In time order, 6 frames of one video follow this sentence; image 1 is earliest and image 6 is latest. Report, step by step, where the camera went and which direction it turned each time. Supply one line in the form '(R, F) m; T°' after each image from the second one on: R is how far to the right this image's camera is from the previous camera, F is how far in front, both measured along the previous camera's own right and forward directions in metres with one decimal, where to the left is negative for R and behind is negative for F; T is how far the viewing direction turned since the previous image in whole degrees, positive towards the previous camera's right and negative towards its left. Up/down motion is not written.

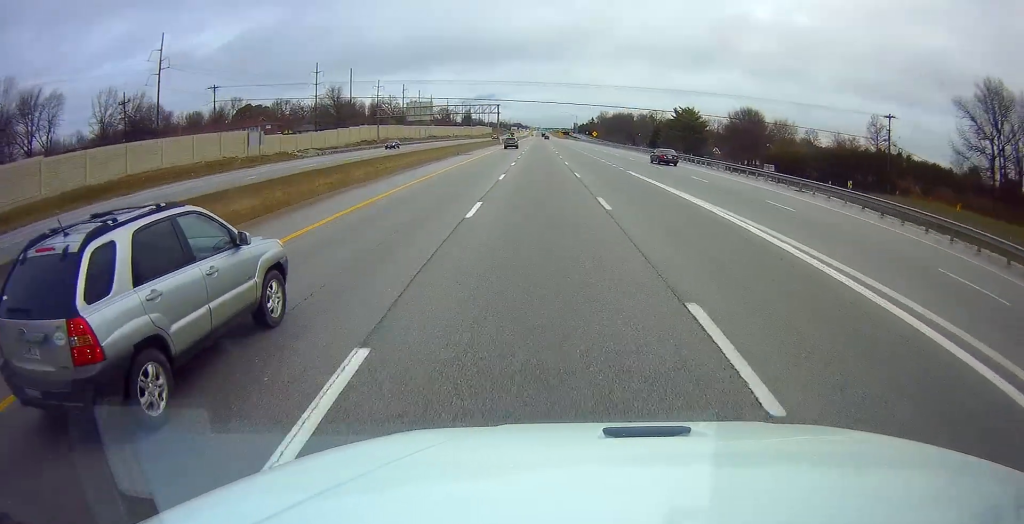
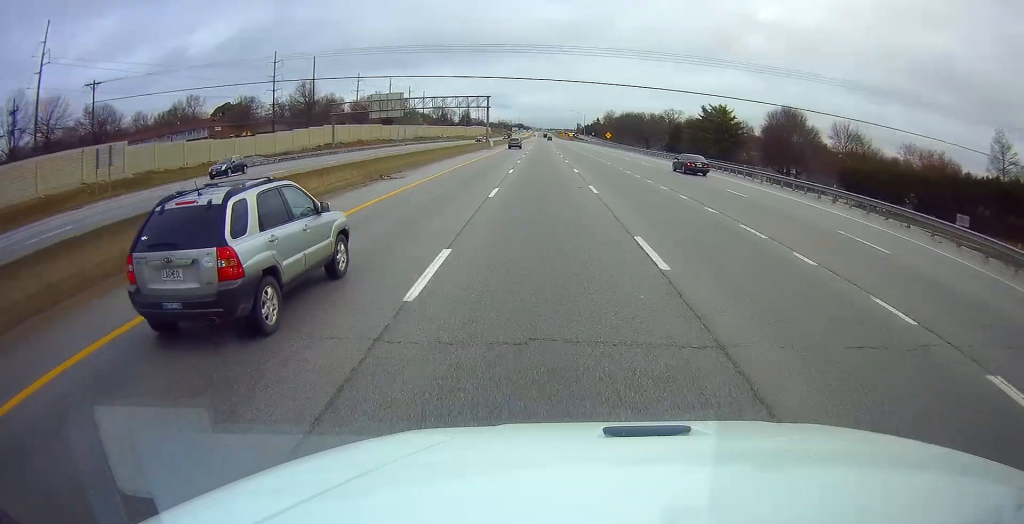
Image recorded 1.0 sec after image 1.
(+0.7, +31.7) m; +1°
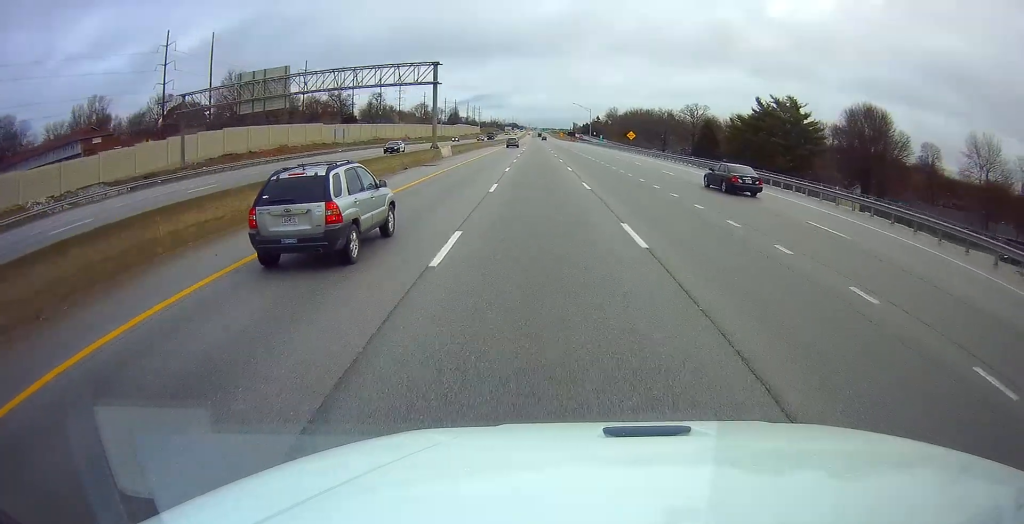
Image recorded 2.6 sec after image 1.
(0.0, +46.9) m; 0°
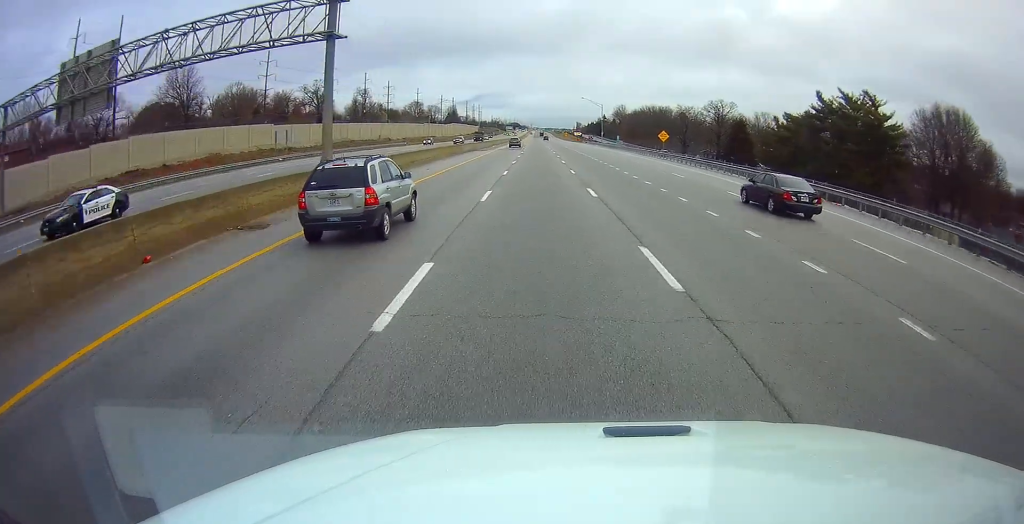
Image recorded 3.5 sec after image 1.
(0.0, +27.5) m; 0°
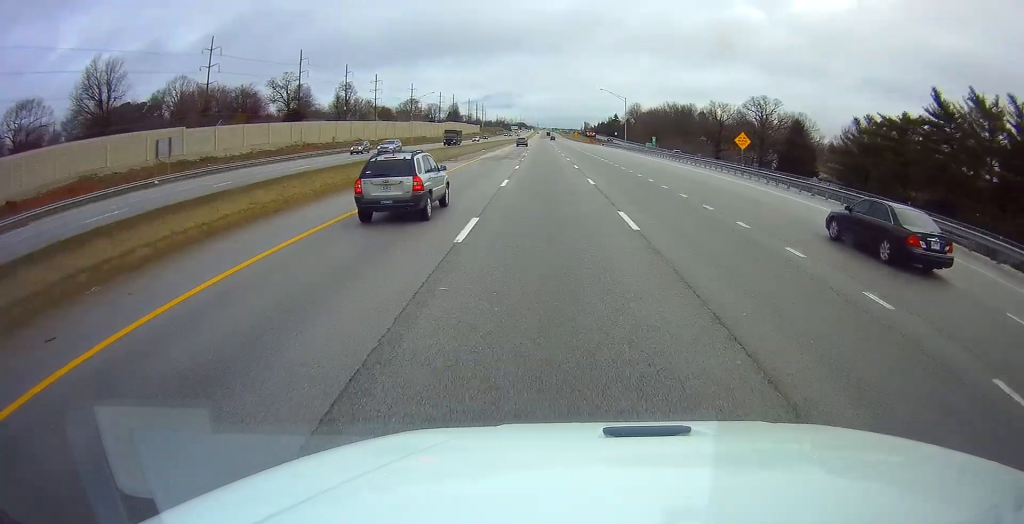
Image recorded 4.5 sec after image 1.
(0.0, +31.6) m; 0°
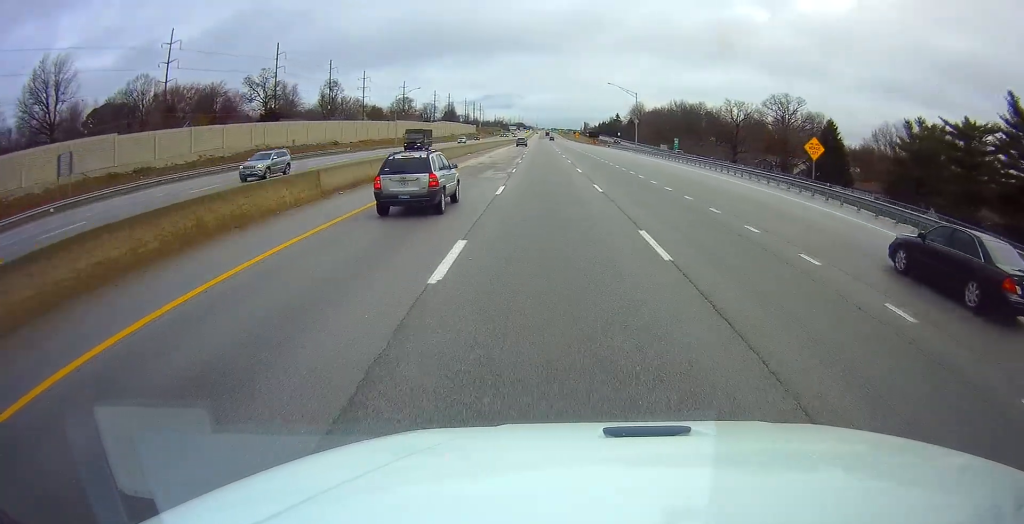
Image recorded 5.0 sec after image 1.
(0.0, +15.3) m; 0°
